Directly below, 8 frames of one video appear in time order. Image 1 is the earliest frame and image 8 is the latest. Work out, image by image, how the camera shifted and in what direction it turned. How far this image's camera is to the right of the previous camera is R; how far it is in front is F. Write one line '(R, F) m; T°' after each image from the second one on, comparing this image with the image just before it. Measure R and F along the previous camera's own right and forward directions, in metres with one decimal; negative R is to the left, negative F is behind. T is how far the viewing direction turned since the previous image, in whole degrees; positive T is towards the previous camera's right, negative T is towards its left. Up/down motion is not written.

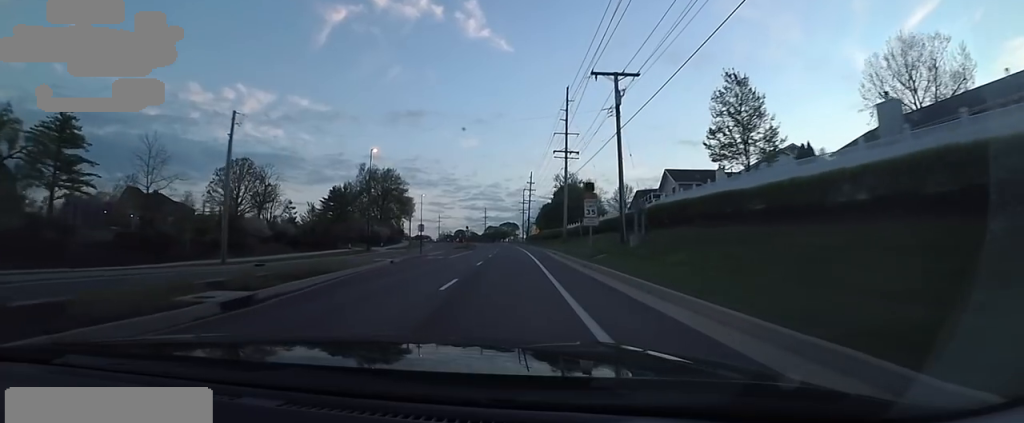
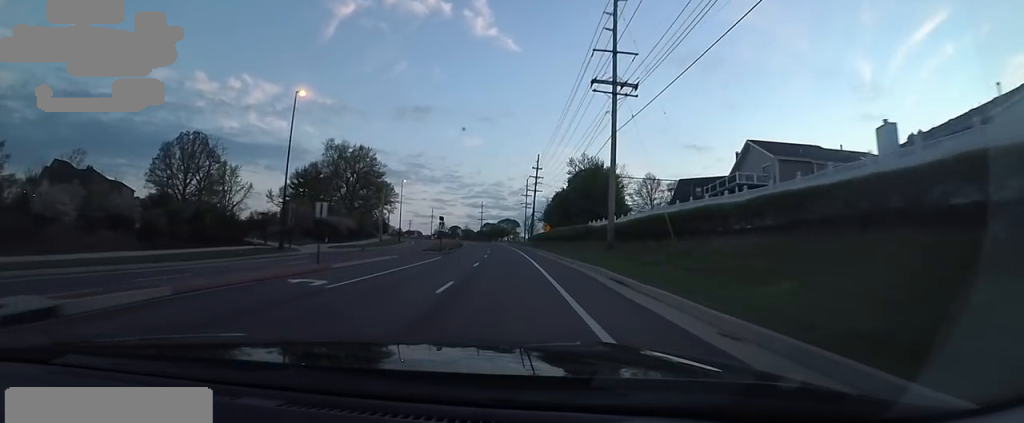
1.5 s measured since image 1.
(+0.9, +25.8) m; +2°
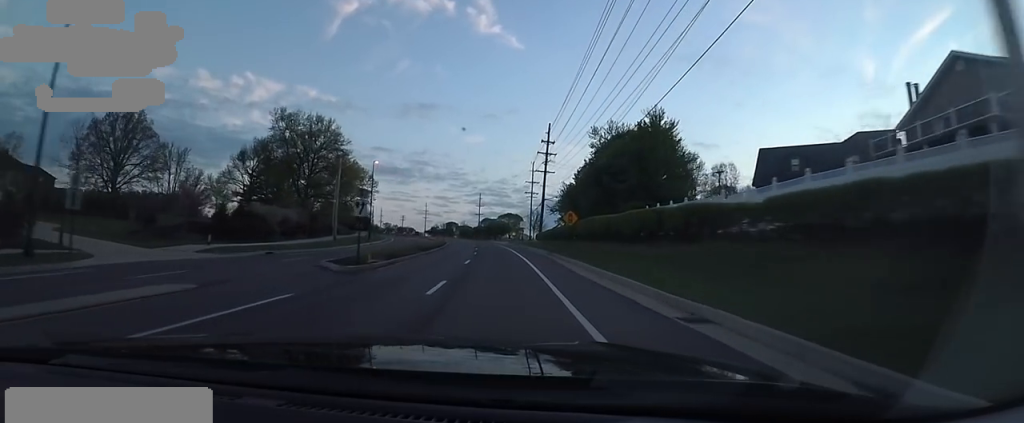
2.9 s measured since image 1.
(-0.9, +25.1) m; -2°
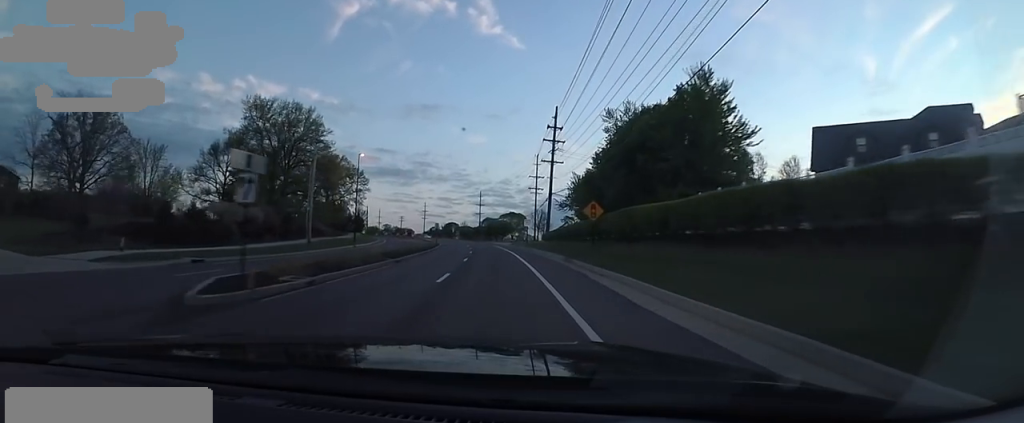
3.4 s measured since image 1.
(+0.4, +9.5) m; -1°
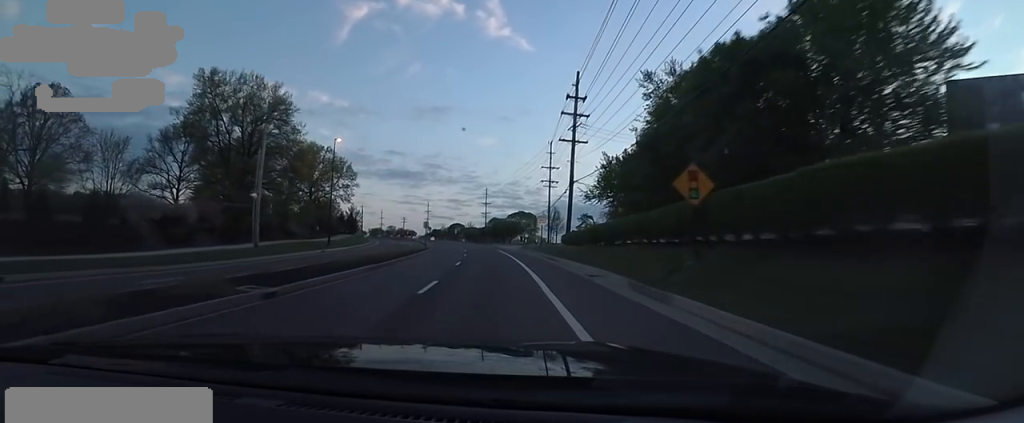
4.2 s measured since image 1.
(+0.1, +14.3) m; -1°
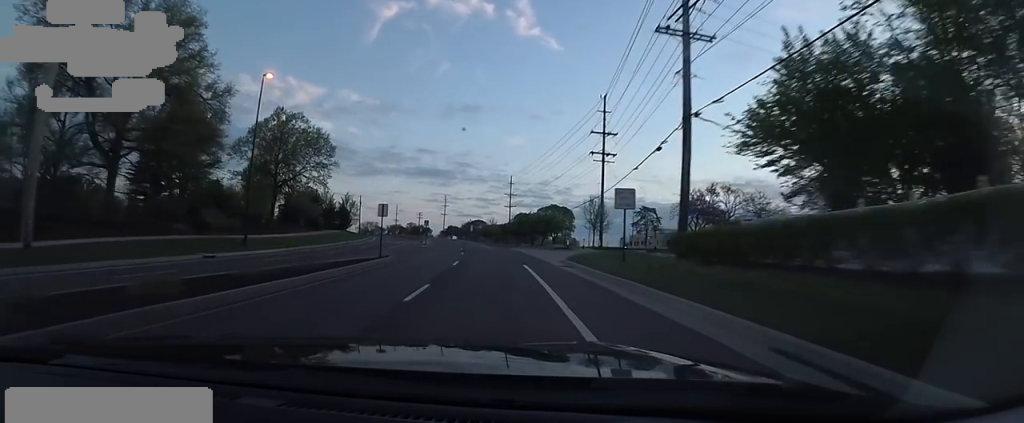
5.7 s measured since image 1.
(0.0, +26.6) m; -2°
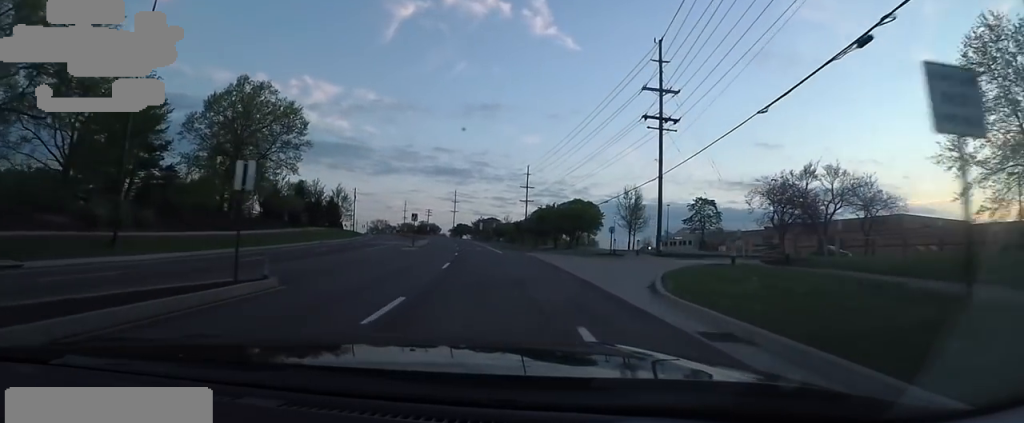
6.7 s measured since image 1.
(-1.3, +16.3) m; -4°
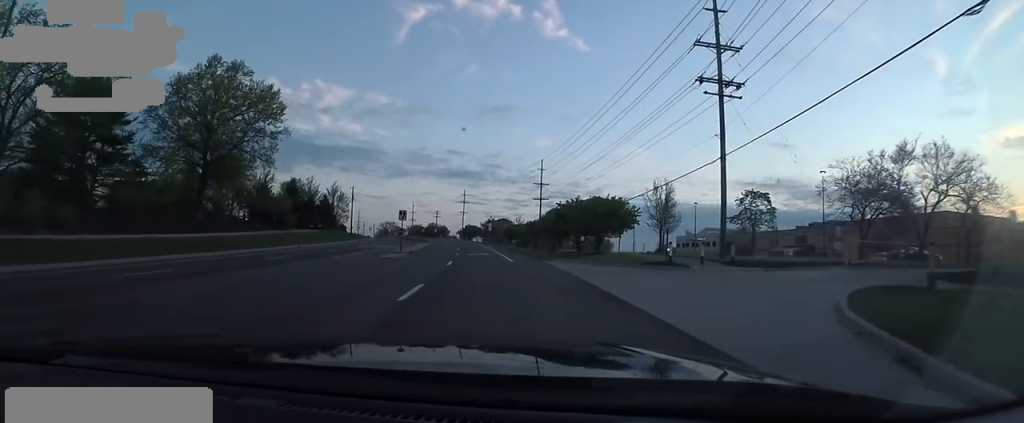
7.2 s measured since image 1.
(-0.2, +9.5) m; -1°
